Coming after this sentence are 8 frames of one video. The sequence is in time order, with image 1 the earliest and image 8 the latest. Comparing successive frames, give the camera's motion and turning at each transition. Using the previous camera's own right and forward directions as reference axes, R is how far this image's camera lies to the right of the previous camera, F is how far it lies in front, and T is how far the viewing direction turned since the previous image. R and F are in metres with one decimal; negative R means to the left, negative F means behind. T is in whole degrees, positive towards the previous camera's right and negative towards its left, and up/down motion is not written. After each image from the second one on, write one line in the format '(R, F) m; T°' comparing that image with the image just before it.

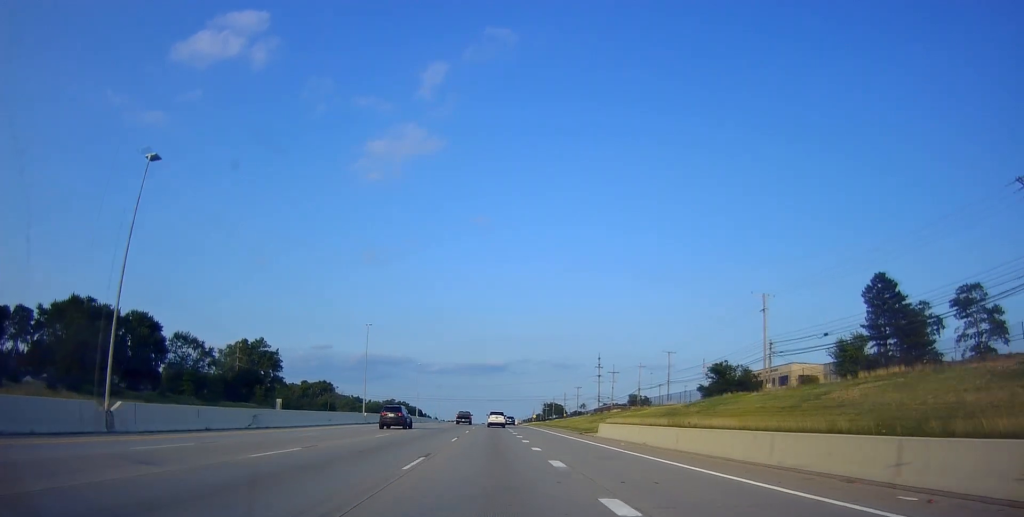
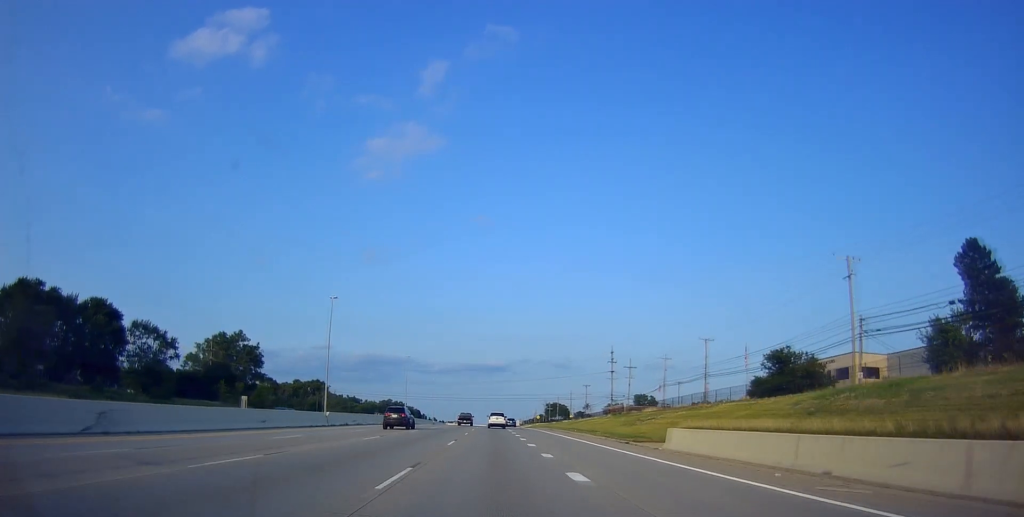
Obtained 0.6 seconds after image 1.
(0.0, +18.6) m; -1°
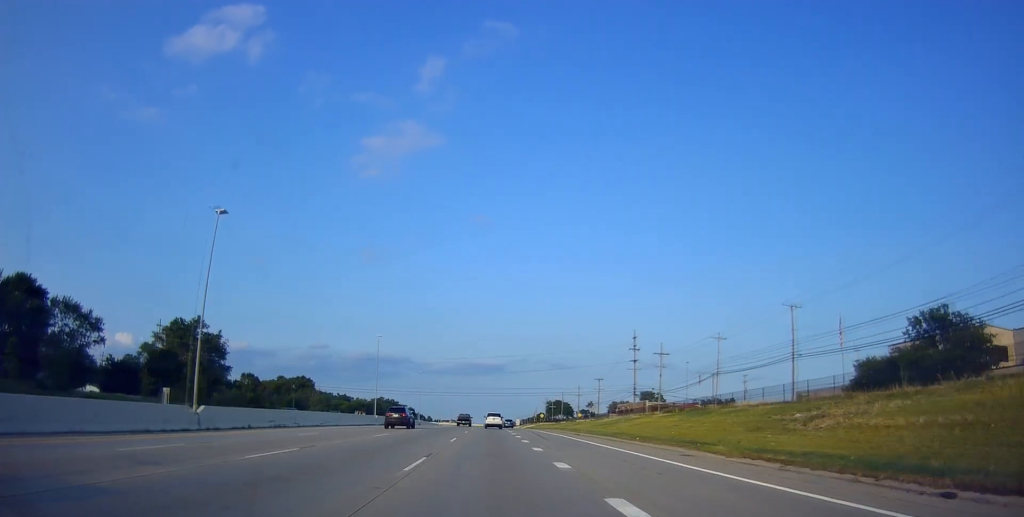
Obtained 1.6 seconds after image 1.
(-0.3, +27.3) m; 0°
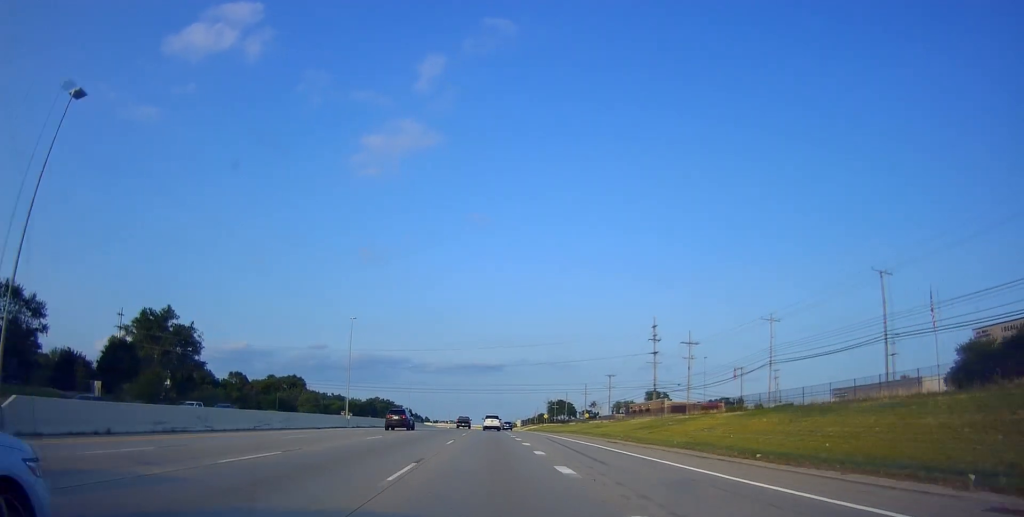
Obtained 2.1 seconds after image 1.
(-0.3, +15.6) m; +1°
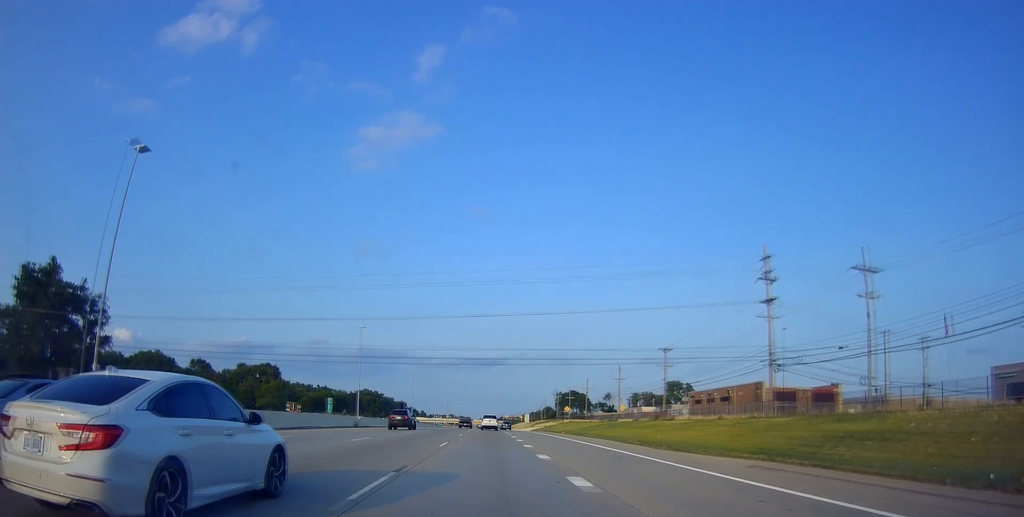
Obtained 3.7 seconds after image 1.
(+0.9, +47.9) m; 0°
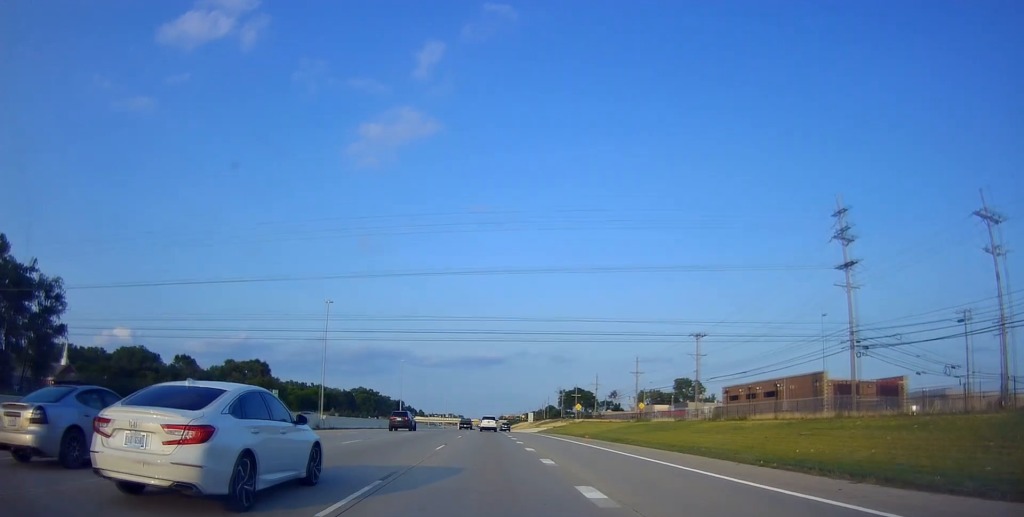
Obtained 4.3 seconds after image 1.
(-0.1, +16.7) m; 0°
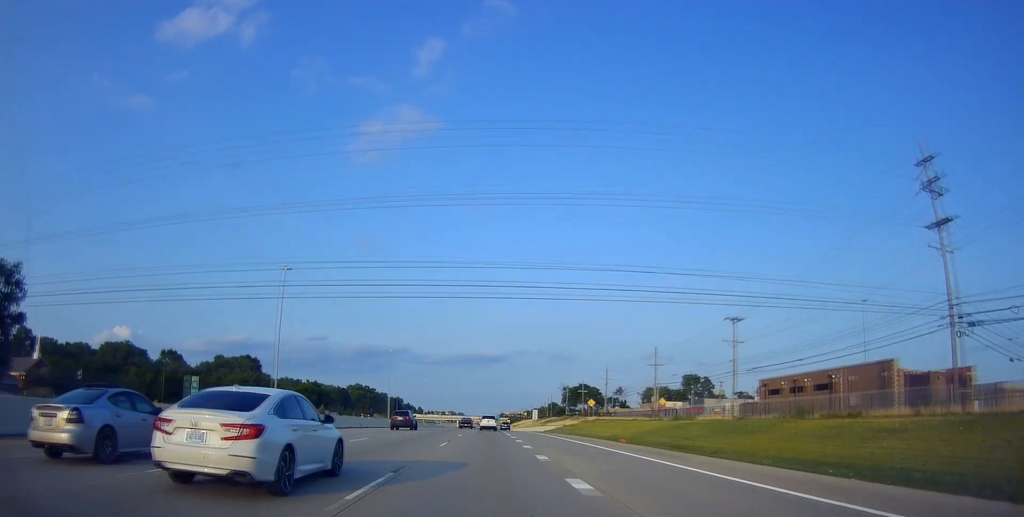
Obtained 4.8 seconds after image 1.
(0.0, +13.8) m; 0°
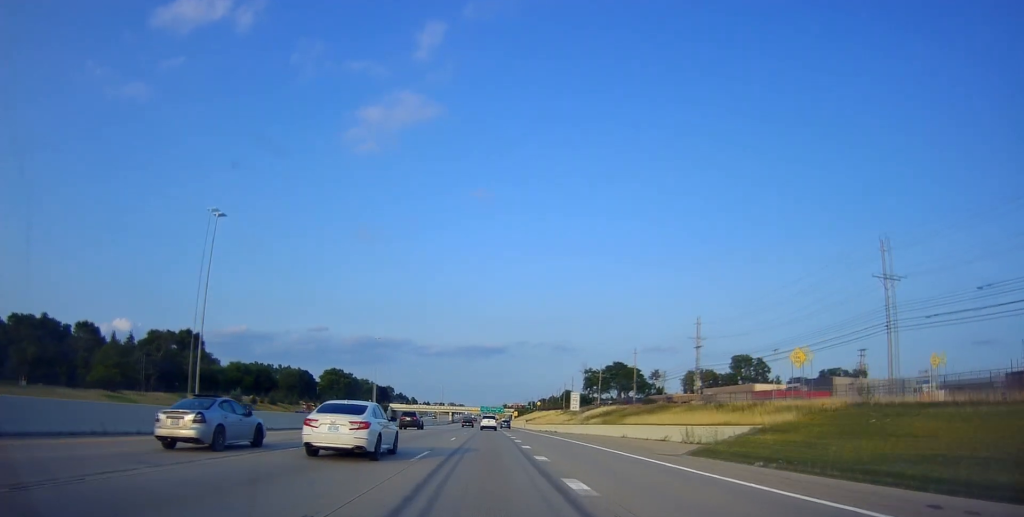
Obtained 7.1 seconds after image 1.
(+0.1, +68.3) m; +1°
